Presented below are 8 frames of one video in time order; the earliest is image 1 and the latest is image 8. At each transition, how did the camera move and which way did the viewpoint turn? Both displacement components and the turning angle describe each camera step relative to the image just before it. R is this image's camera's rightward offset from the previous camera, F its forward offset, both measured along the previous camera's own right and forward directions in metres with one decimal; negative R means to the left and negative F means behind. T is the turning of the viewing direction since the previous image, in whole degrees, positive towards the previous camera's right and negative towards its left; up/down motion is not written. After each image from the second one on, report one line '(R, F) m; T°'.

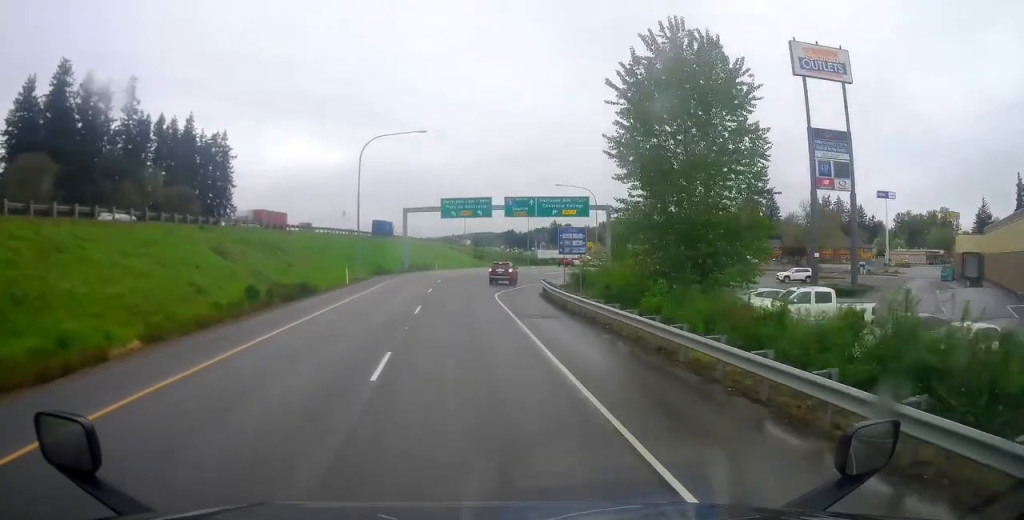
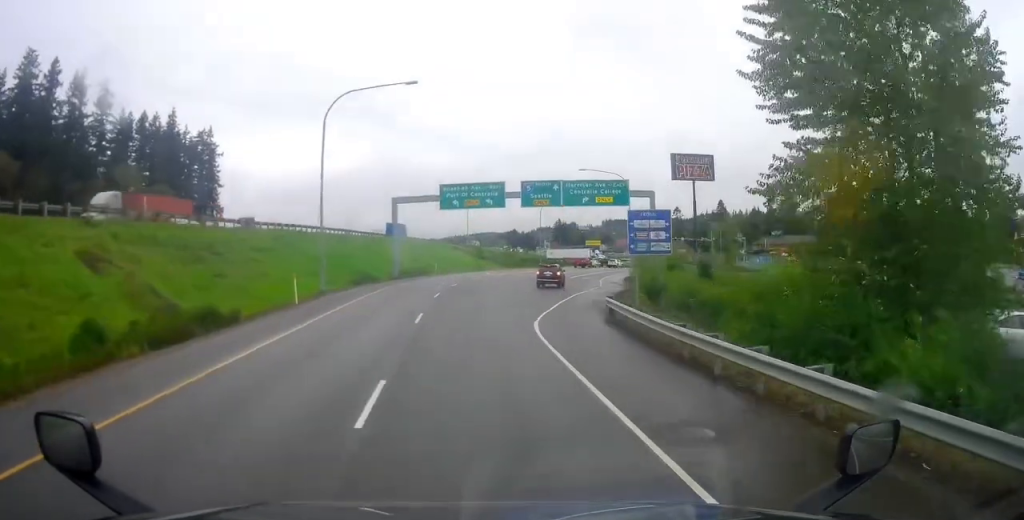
(+0.3, +16.3) m; +1°
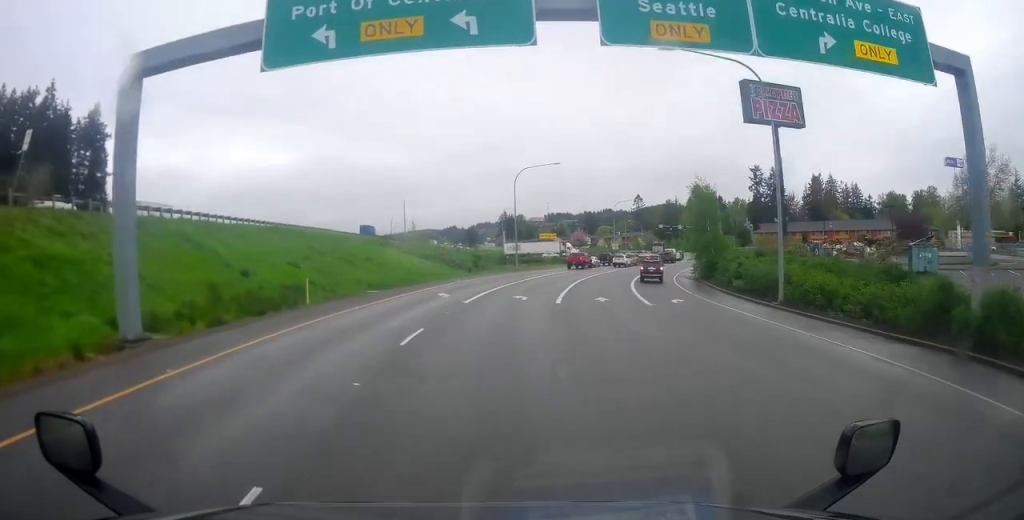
(+0.9, +47.8) m; +3°
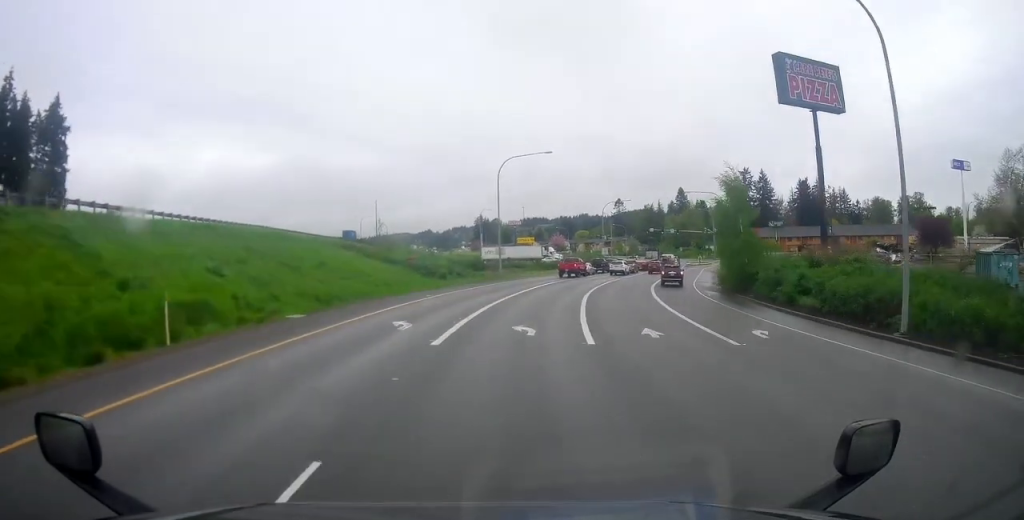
(0.0, +12.3) m; +2°
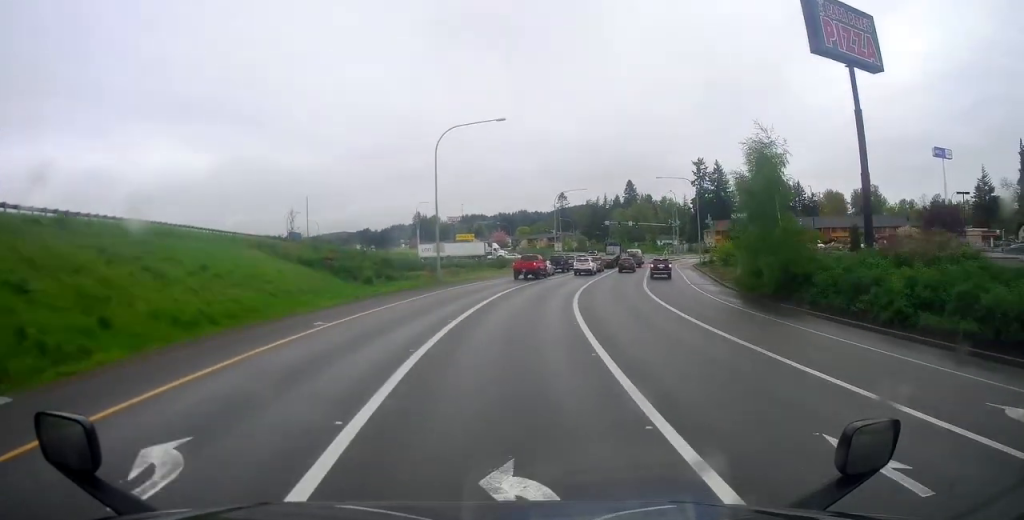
(+0.5, +14.9) m; +5°
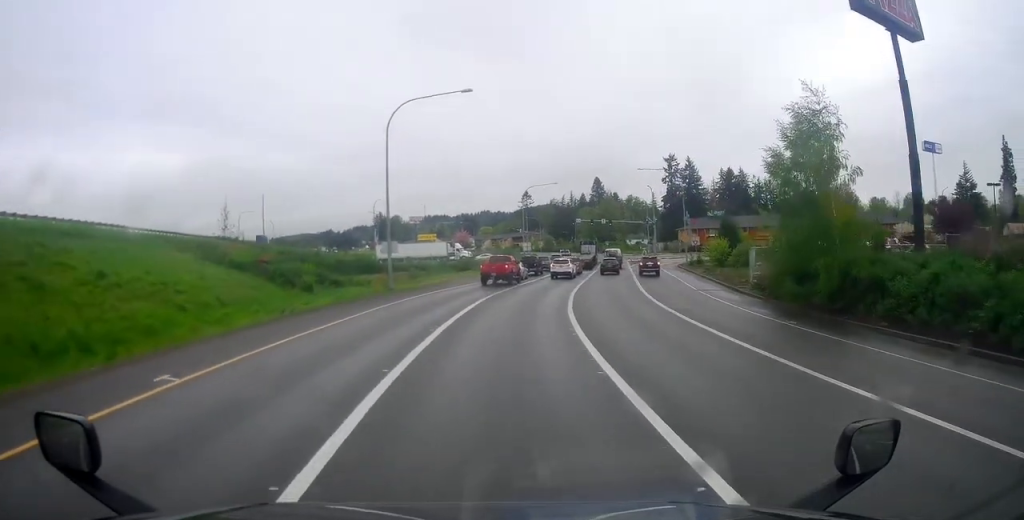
(+0.5, +9.2) m; +5°
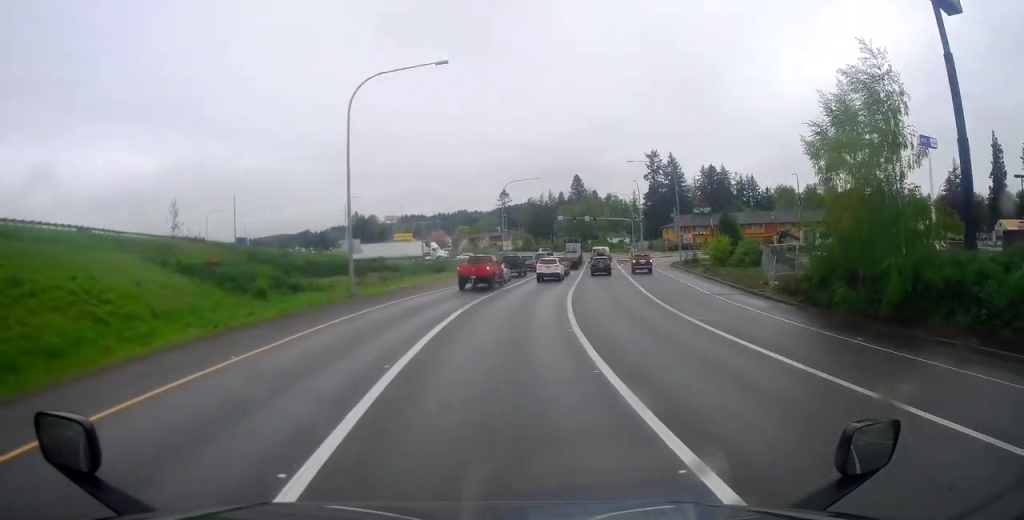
(+0.2, +6.3) m; +3°
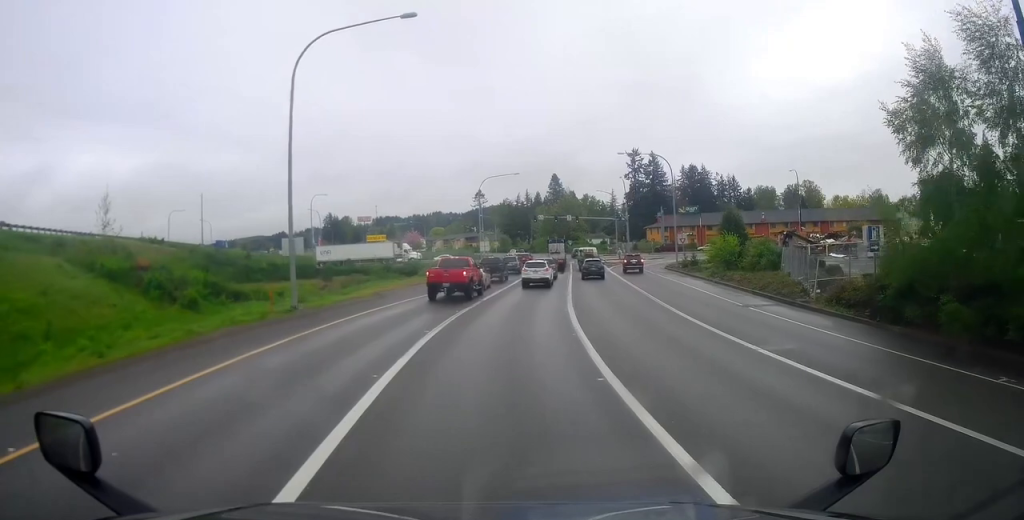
(+0.3, +8.0) m; +4°
